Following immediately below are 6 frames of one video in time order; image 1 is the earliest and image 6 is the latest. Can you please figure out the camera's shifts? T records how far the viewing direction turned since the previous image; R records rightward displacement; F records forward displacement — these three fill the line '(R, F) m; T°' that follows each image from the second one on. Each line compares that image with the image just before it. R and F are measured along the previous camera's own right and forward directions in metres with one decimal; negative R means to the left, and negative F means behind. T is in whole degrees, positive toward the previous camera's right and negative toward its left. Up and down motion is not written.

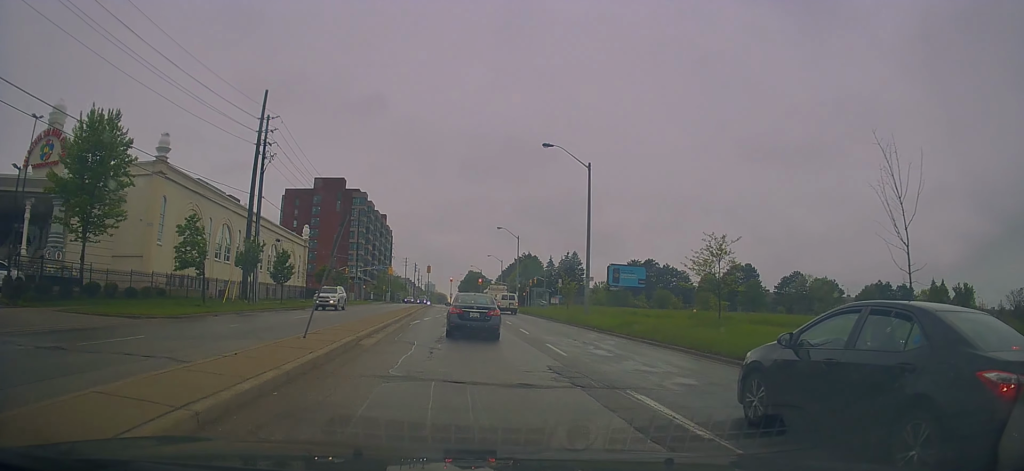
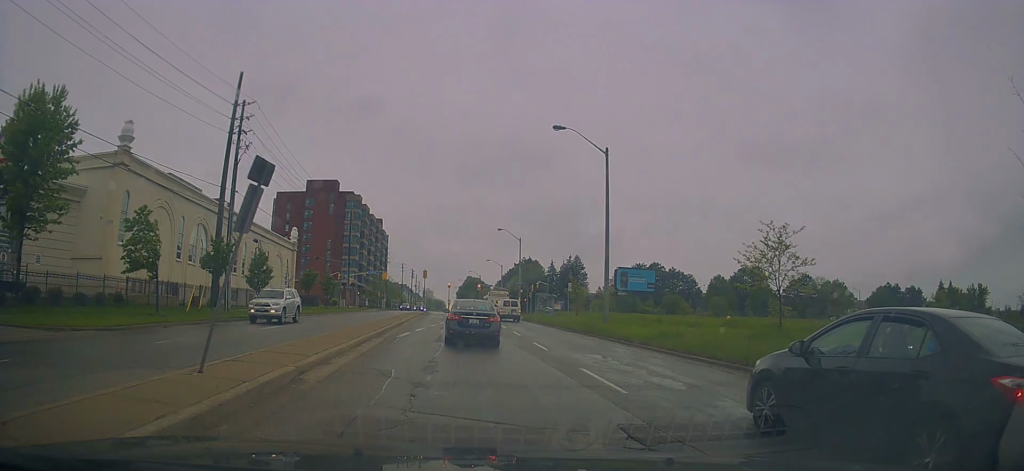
(0.0, +4.8) m; +1°
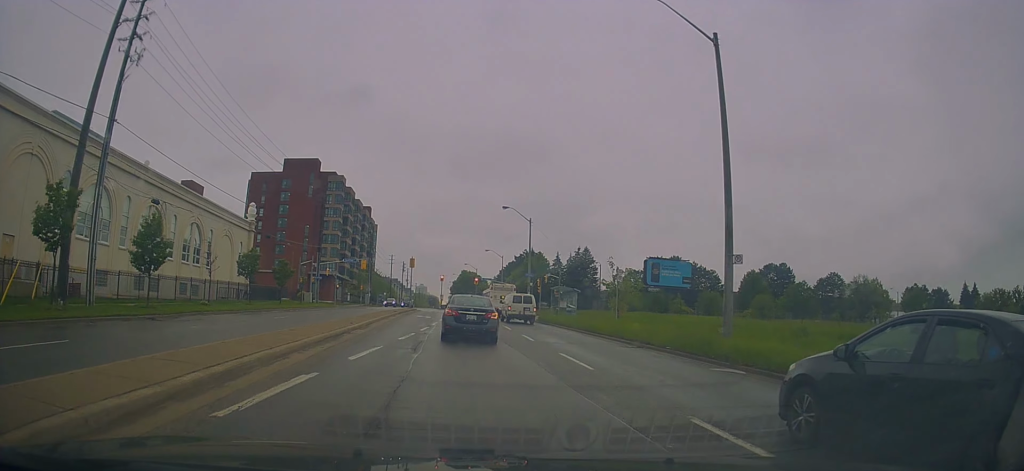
(+0.4, +16.2) m; +1°
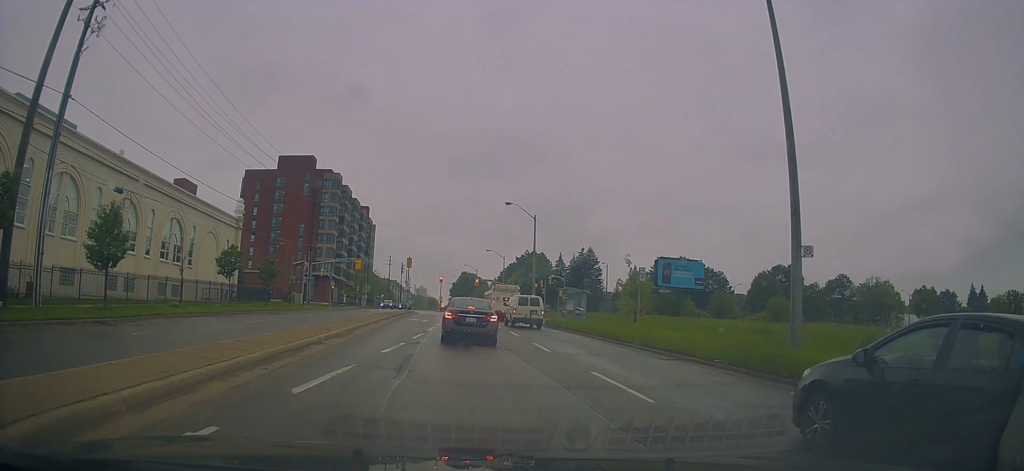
(-0.1, +3.9) m; 0°
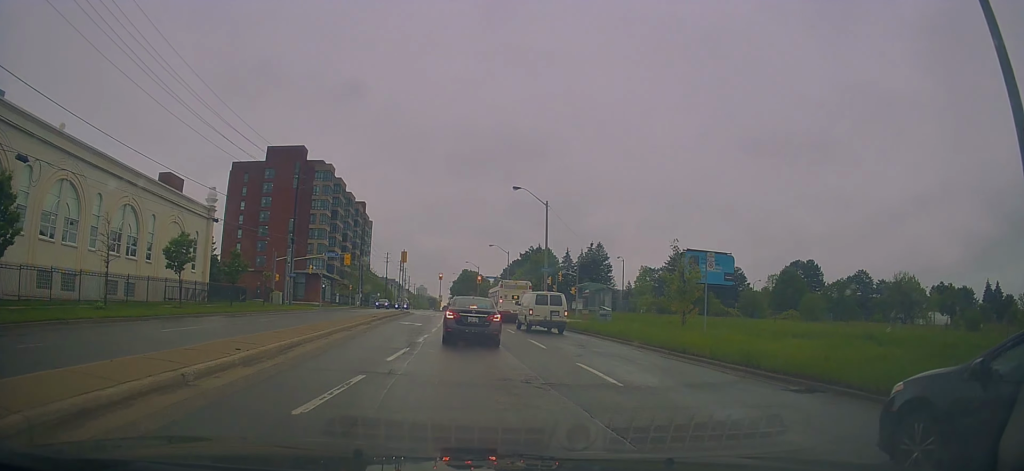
(+0.1, +7.5) m; +2°
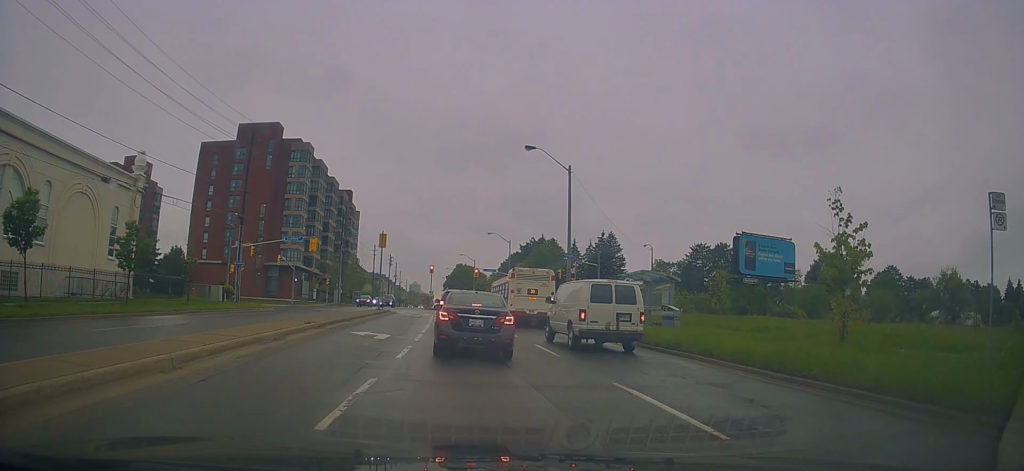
(-0.6, +15.2) m; +1°
